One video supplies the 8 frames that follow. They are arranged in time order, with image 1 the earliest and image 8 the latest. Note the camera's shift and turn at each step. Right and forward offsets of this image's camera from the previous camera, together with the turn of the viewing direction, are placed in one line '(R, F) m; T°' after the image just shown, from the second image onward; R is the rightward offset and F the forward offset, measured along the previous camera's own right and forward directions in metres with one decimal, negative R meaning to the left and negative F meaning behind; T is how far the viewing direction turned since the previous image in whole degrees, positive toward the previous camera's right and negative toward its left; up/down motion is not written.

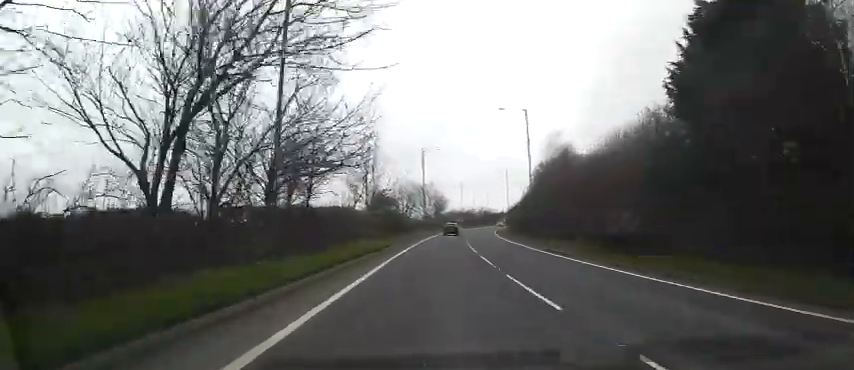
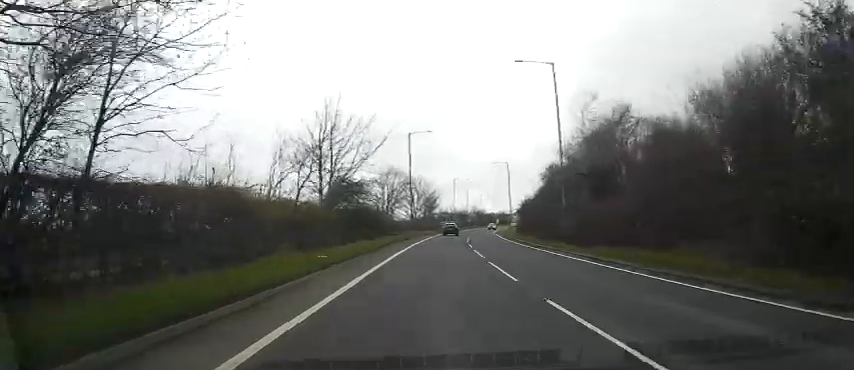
(+0.1, +14.7) m; +1°
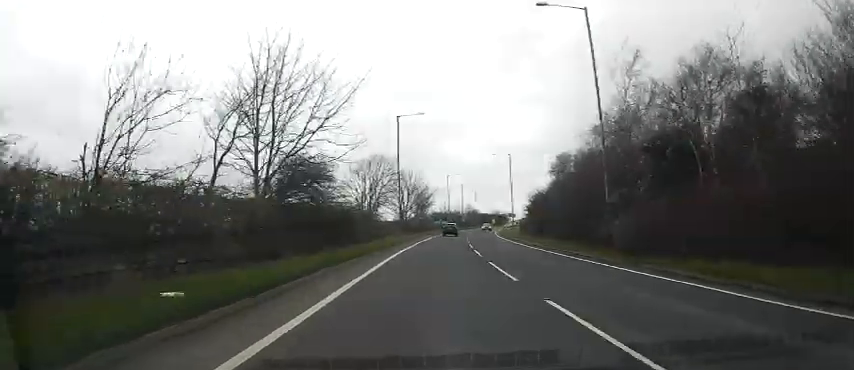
(0.0, +9.7) m; +1°
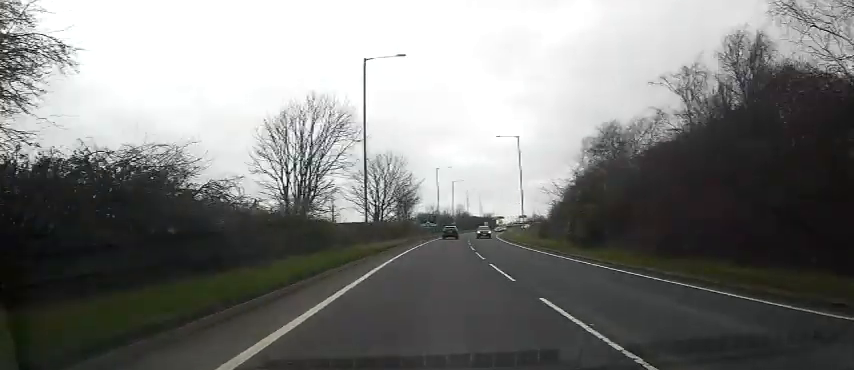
(+0.3, +18.7) m; +2°
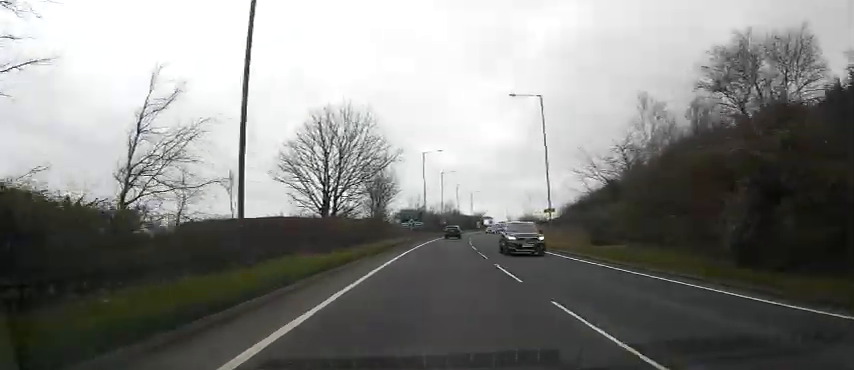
(+0.3, +20.1) m; +2°
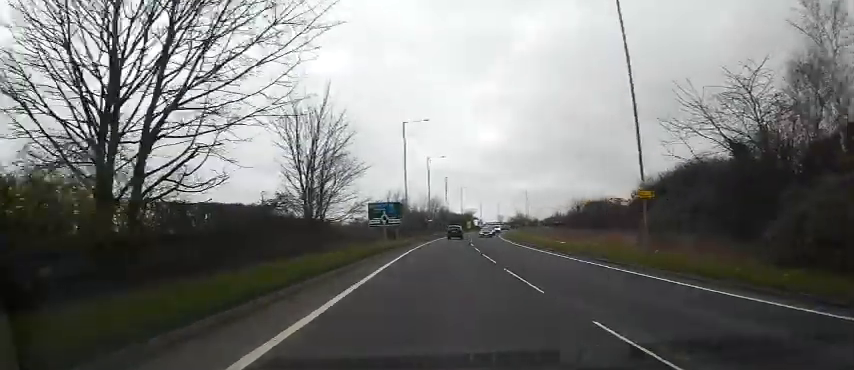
(+0.4, +21.2) m; +2°
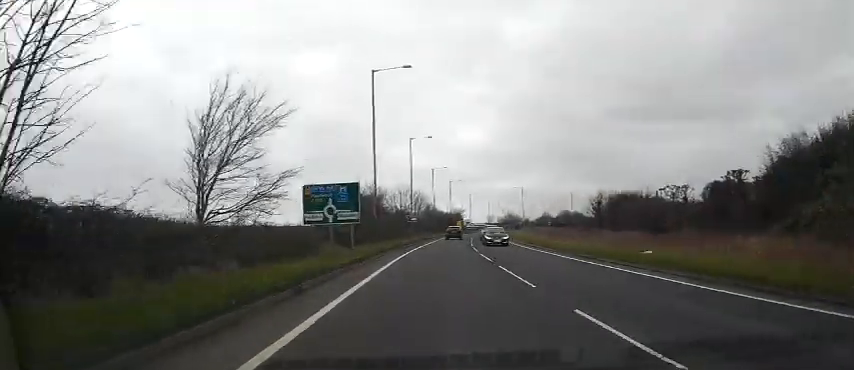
(+0.3, +18.4) m; +1°
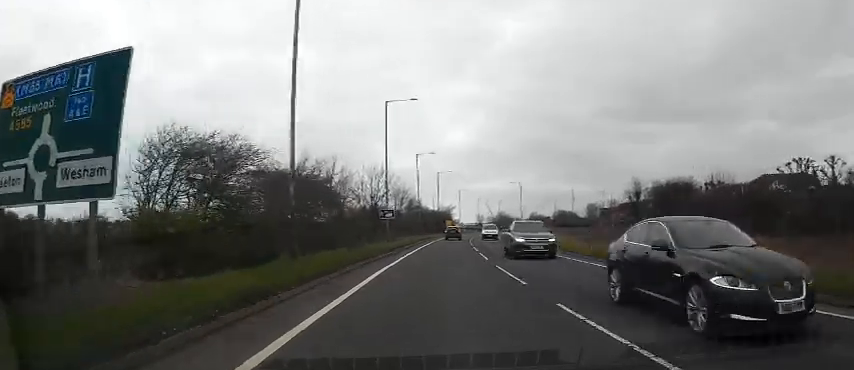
(+0.2, +18.8) m; +1°
